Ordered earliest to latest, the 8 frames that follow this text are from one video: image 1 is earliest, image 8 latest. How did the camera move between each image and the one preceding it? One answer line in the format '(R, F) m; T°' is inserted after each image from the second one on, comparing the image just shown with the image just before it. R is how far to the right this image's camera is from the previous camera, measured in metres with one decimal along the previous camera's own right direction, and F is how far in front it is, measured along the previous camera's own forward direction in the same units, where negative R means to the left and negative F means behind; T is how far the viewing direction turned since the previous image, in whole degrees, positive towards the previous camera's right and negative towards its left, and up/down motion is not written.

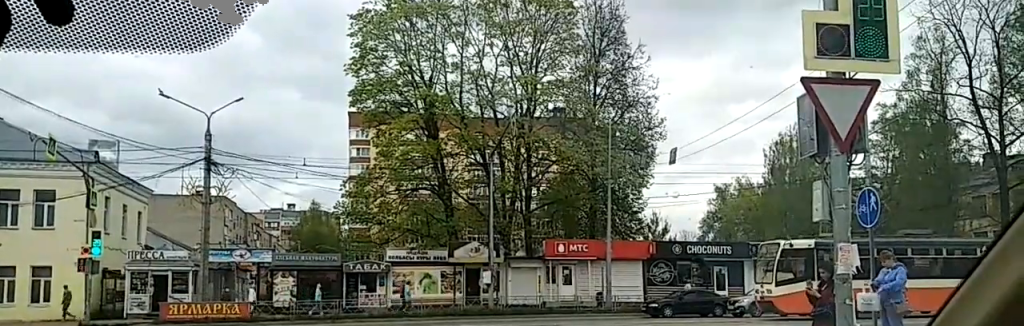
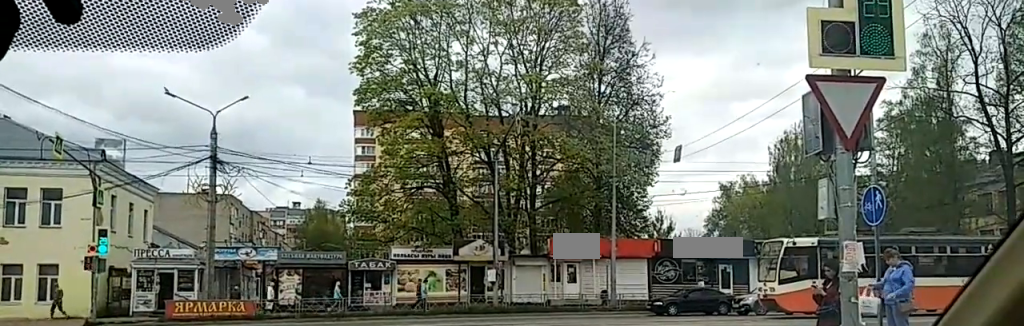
(0.0, 0.0) m; 0°
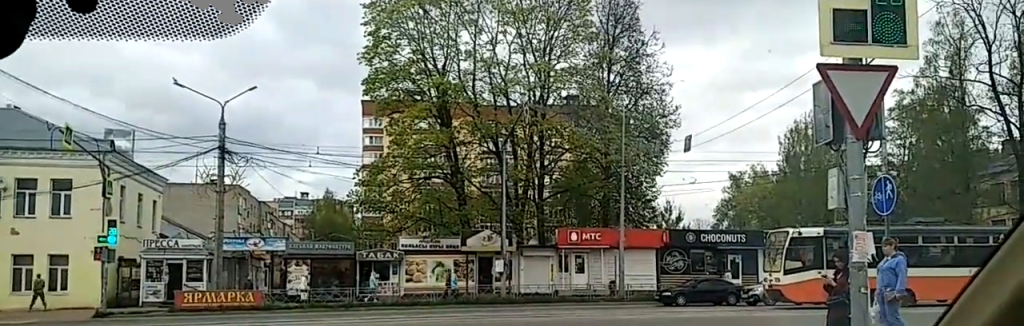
(0.0, 0.0) m; 0°
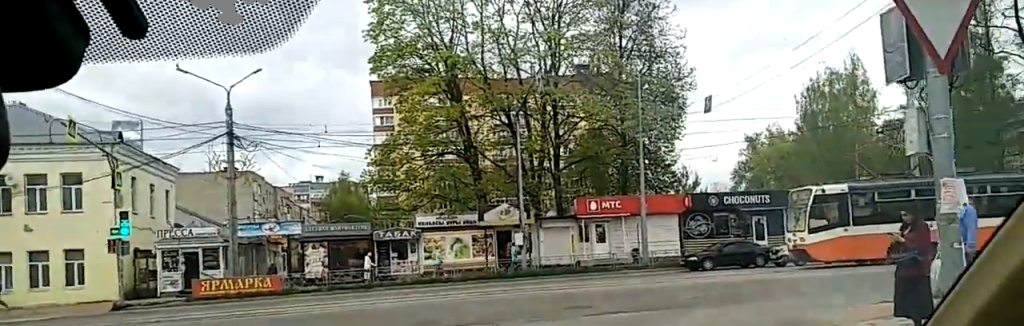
(+0.2, +1.2) m; 0°
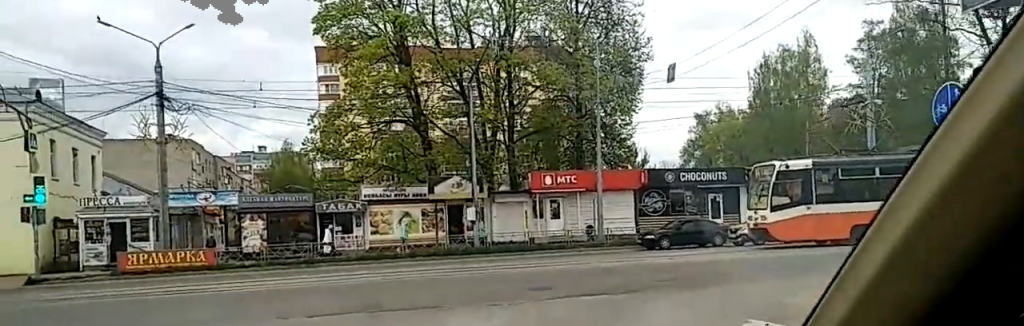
(0.0, +1.6) m; -1°
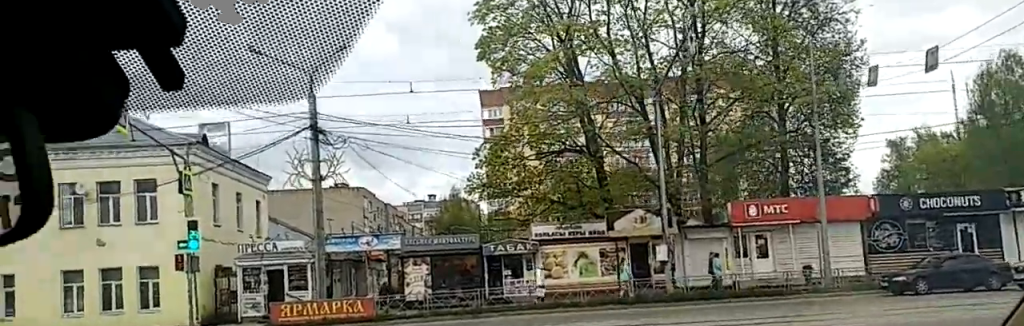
(-0.2, +5.2) m; -5°
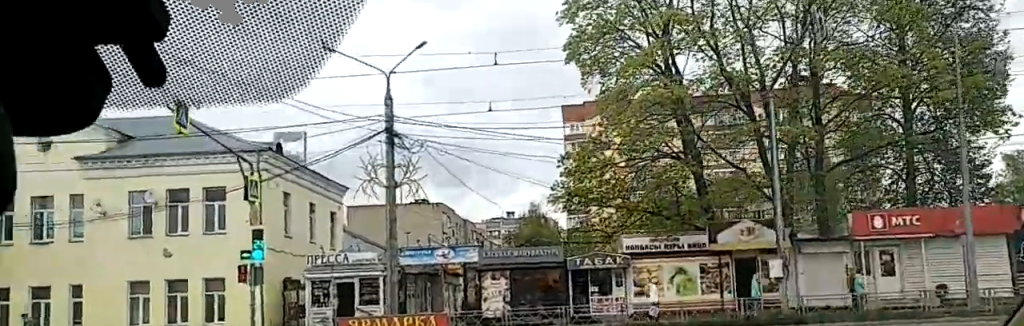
(0.0, +2.6) m; -5°
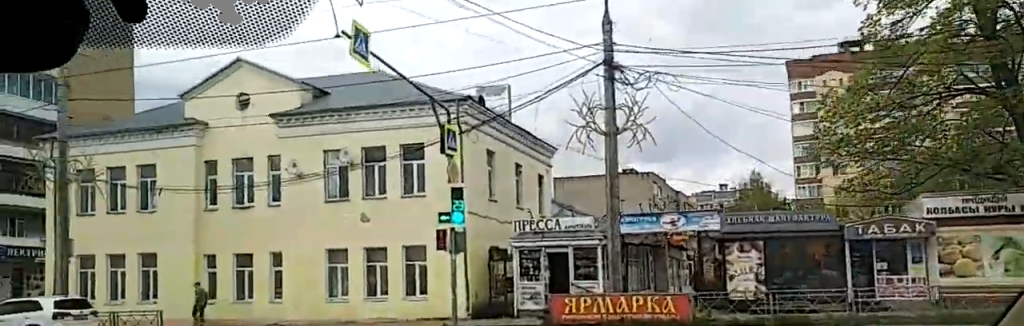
(-0.4, +5.2) m; -18°
